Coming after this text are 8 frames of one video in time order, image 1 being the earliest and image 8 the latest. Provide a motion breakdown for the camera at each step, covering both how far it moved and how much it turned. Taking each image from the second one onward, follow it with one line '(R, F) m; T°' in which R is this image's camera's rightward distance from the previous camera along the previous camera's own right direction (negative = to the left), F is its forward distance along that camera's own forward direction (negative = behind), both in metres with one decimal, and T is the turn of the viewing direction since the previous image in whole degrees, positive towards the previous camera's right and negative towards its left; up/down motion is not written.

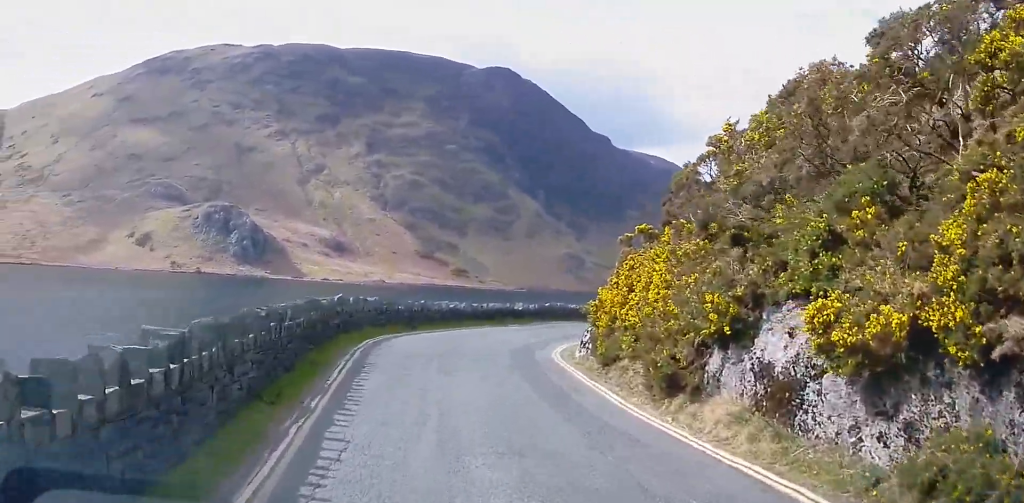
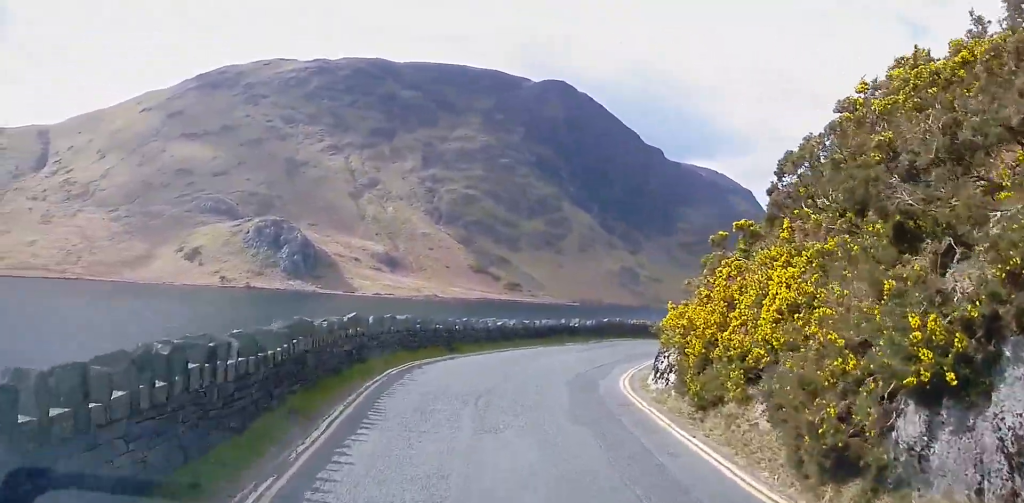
(-0.3, +3.2) m; -1°
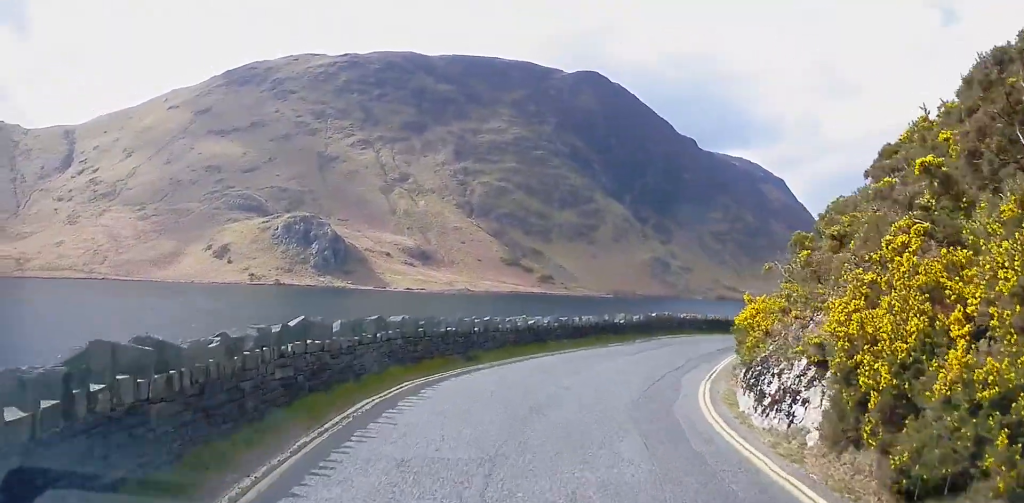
(-0.3, +4.2) m; -1°
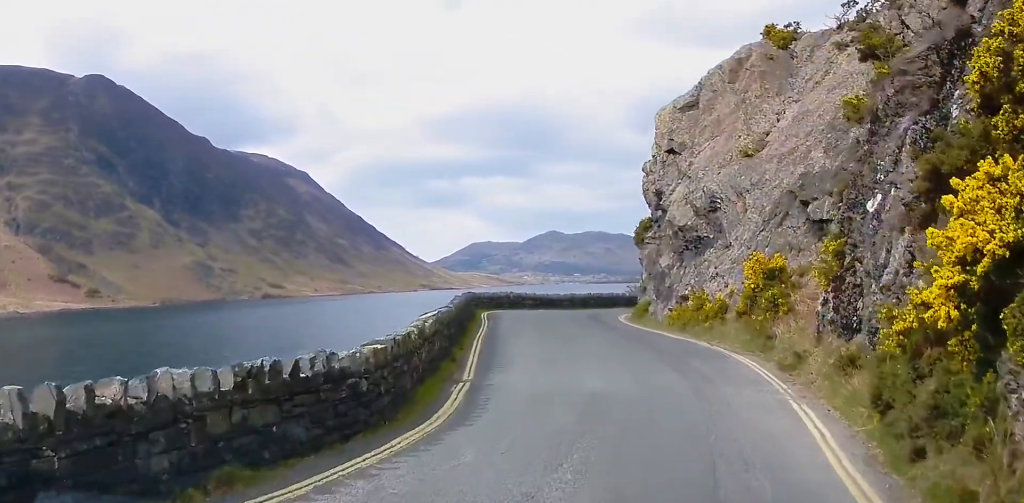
(+9.0, +33.4) m; +27°
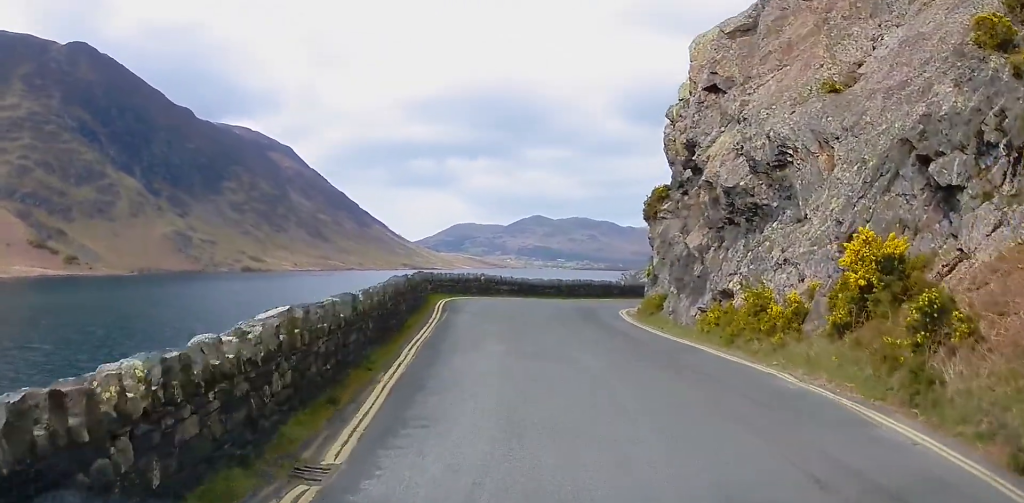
(+0.1, +7.2) m; +1°
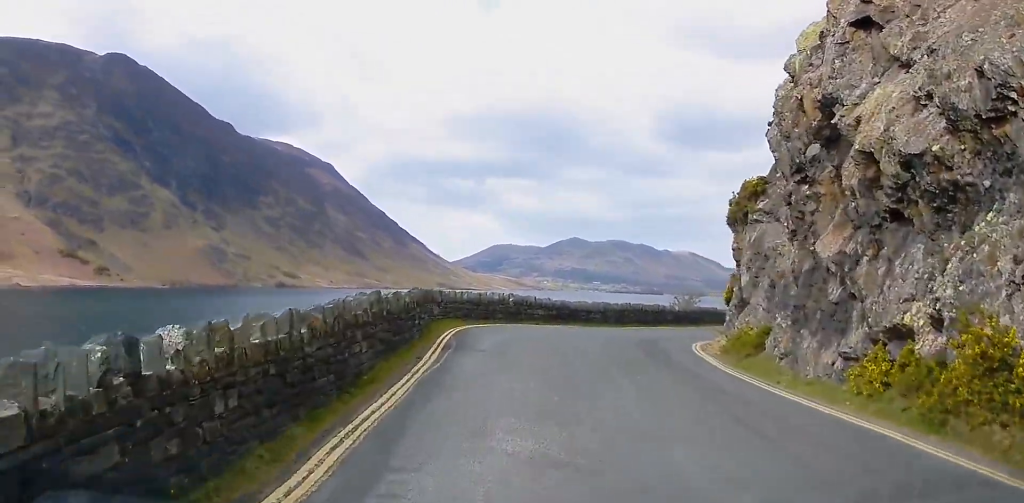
(+0.1, +6.3) m; 0°
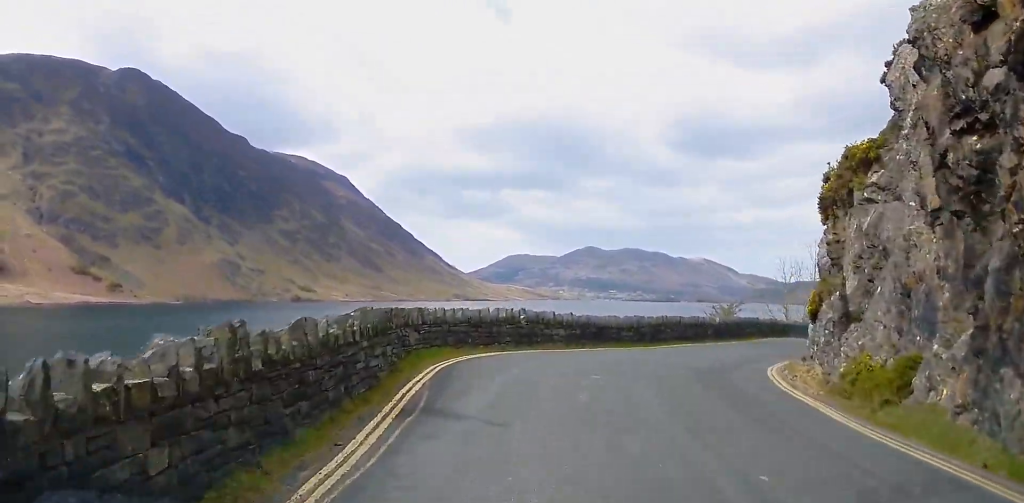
(-0.2, +5.1) m; +1°
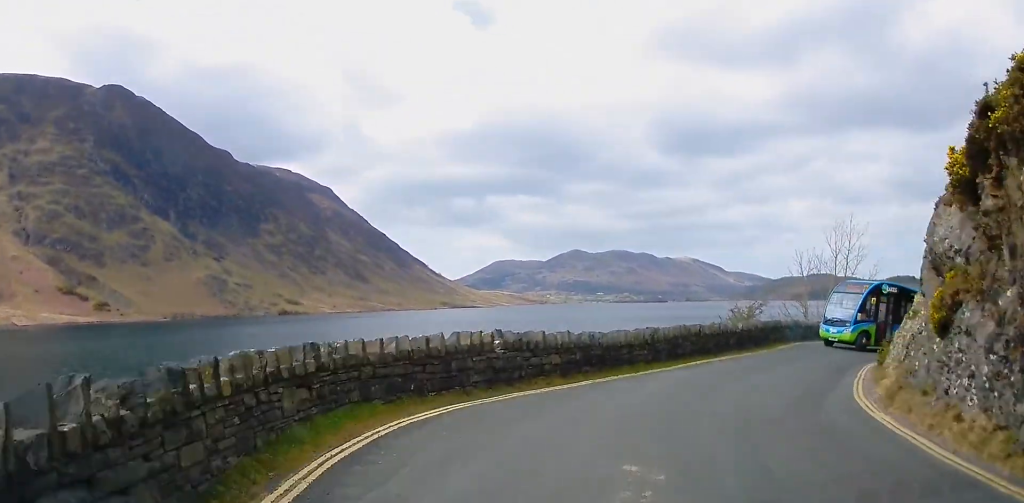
(0.0, +5.0) m; +2°
